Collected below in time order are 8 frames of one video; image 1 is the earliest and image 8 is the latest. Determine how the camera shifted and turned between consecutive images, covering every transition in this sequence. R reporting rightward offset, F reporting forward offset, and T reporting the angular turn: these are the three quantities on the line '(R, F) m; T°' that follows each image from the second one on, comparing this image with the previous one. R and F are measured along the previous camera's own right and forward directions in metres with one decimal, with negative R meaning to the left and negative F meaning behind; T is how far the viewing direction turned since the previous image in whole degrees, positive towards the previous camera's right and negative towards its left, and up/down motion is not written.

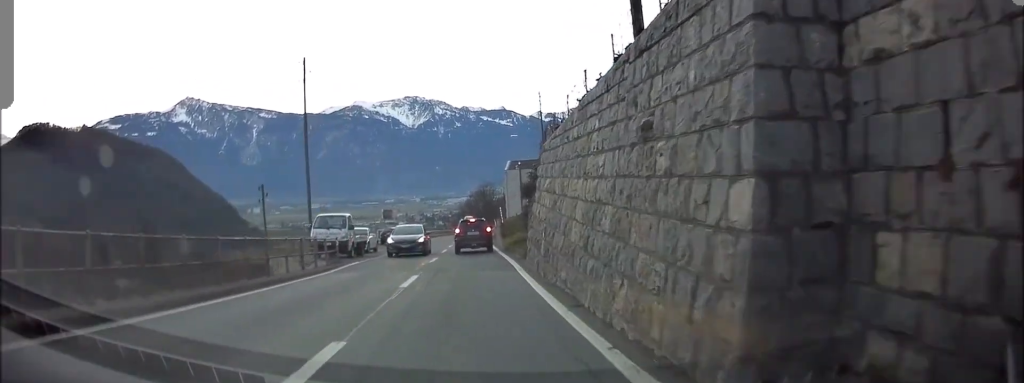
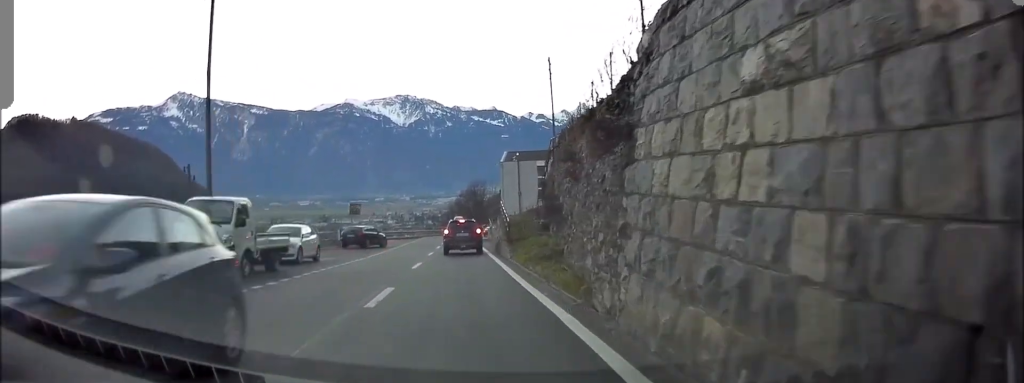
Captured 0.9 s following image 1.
(-0.1, +11.7) m; +1°
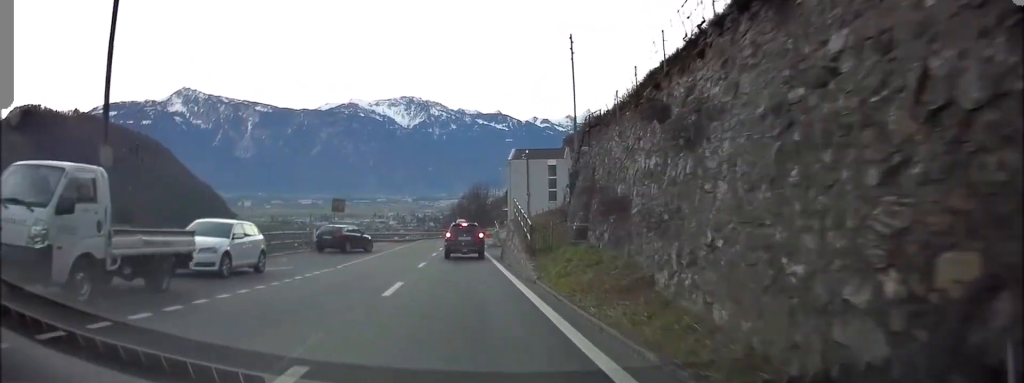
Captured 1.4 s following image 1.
(+0.1, +6.6) m; 0°
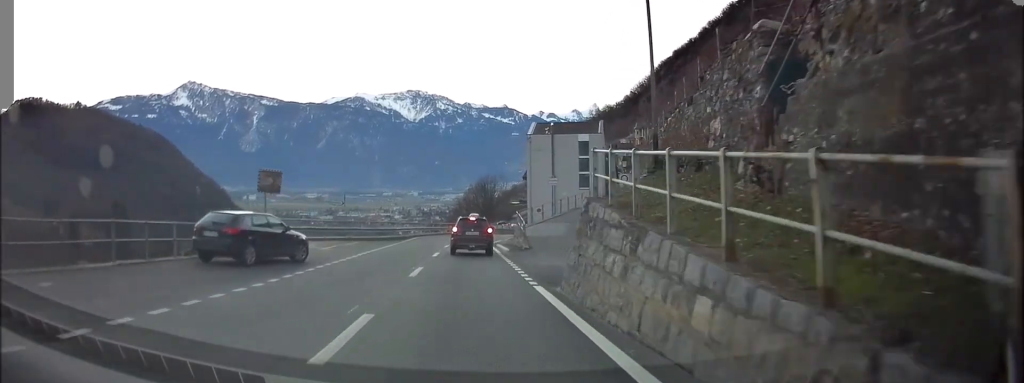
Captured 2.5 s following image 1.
(+0.1, +14.8) m; 0°
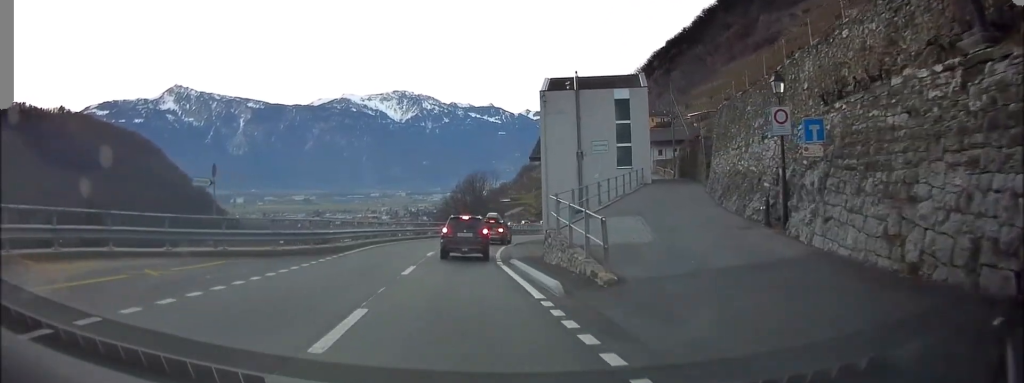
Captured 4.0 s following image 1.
(-0.1, +18.4) m; 0°
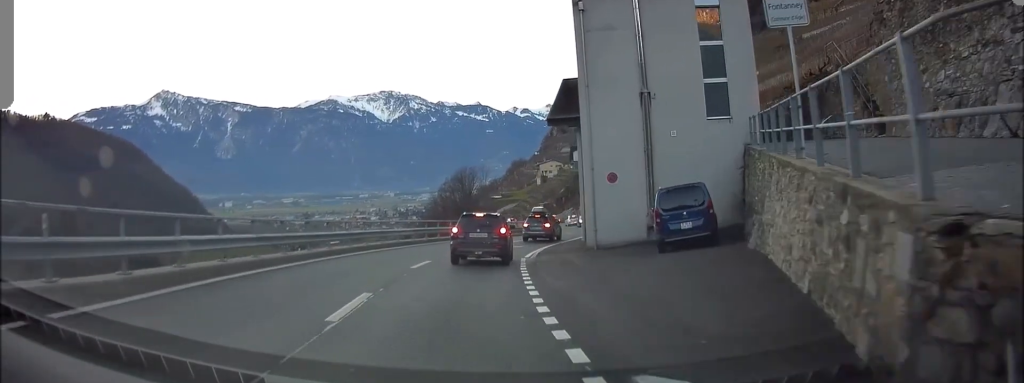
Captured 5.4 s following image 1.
(+0.4, +17.0) m; +2°
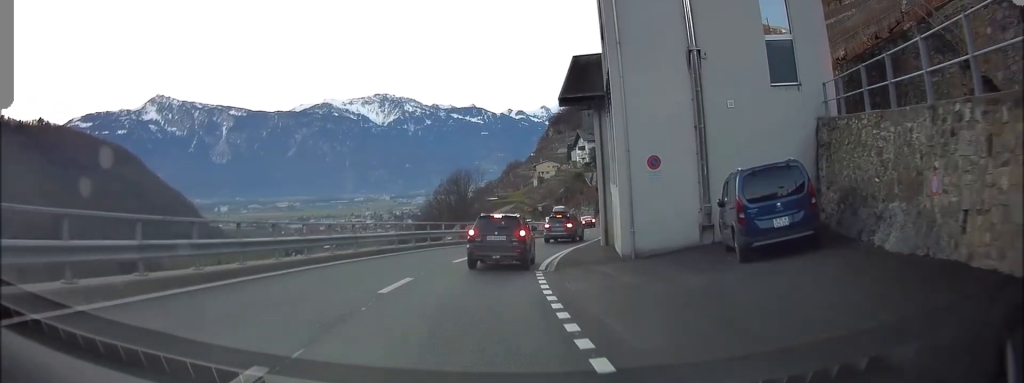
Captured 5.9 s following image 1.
(+0.2, +5.8) m; 0°
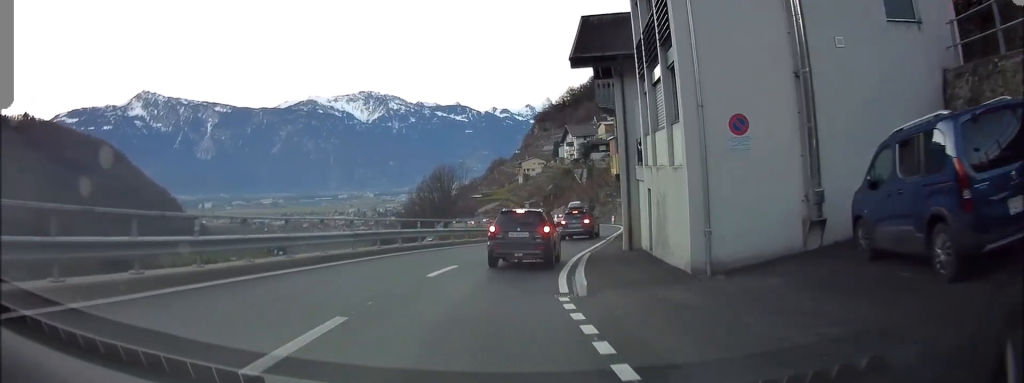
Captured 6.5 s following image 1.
(-0.2, +7.0) m; 0°
